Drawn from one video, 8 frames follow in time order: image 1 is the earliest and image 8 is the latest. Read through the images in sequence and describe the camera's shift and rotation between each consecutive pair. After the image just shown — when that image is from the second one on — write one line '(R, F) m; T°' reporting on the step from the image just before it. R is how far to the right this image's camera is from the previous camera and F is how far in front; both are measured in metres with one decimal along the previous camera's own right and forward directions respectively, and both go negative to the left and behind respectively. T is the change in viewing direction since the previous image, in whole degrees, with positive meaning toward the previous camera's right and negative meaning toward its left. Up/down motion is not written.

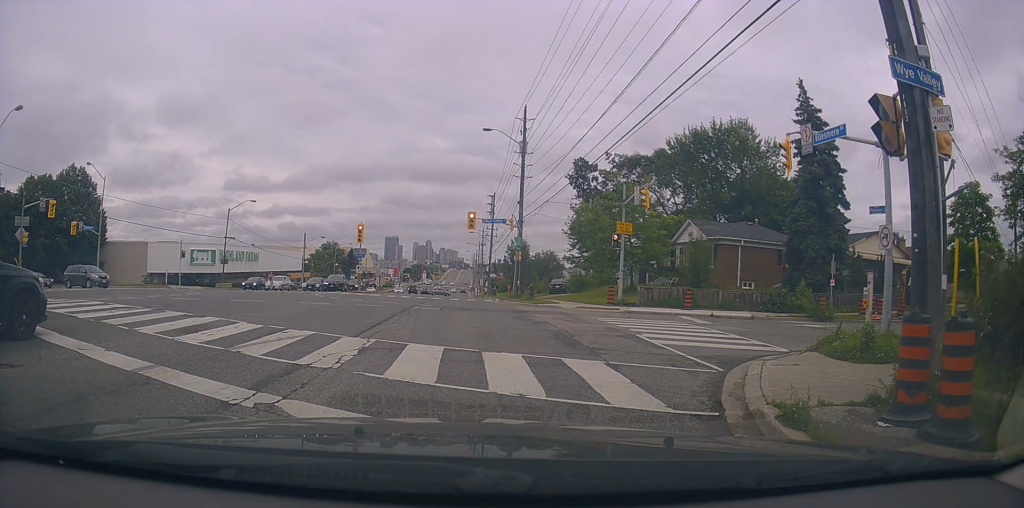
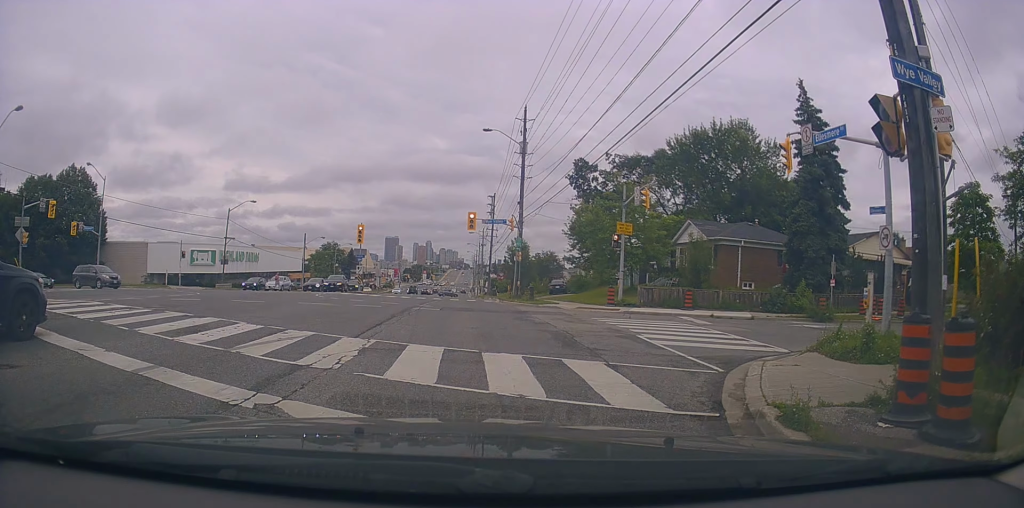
(0.0, 0.0) m; 0°
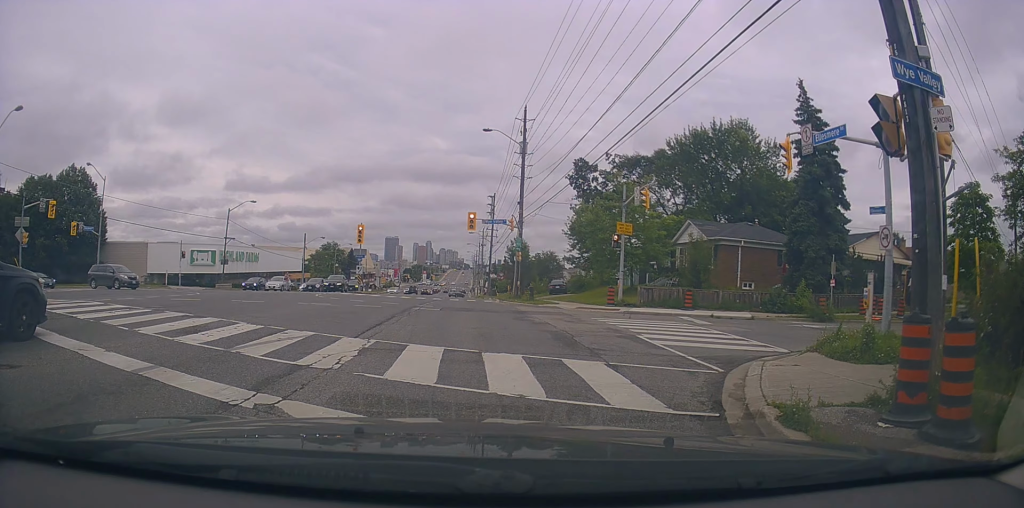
(0.0, 0.0) m; 0°
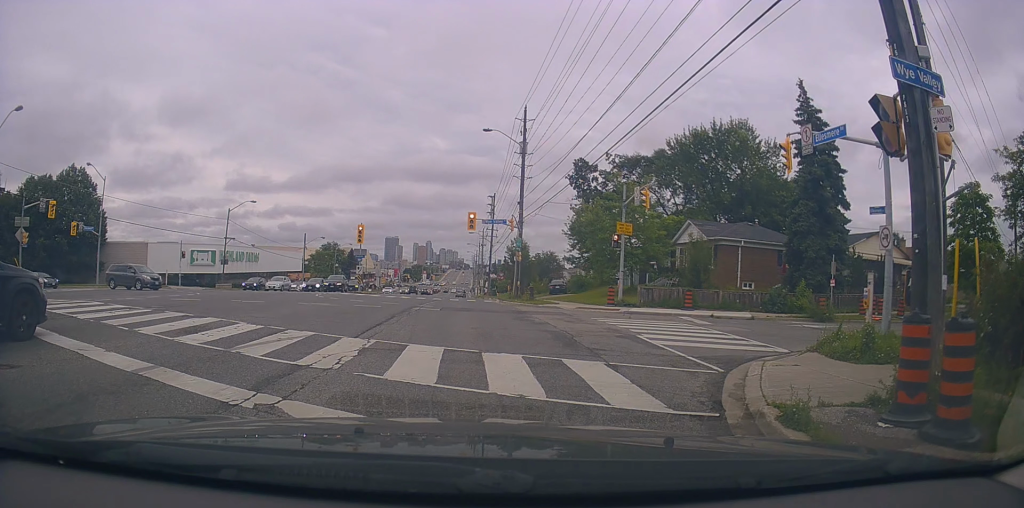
(0.0, 0.0) m; 0°
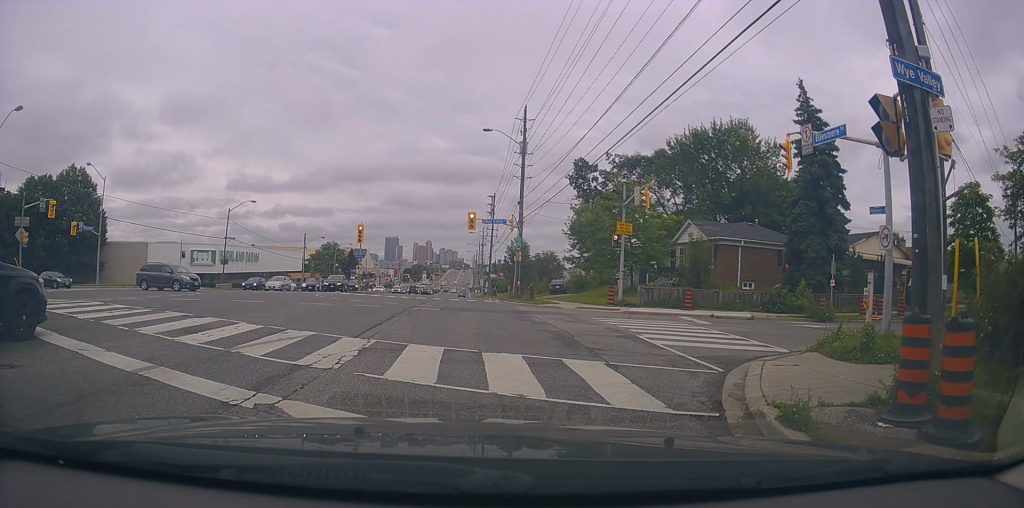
(0.0, 0.0) m; 0°
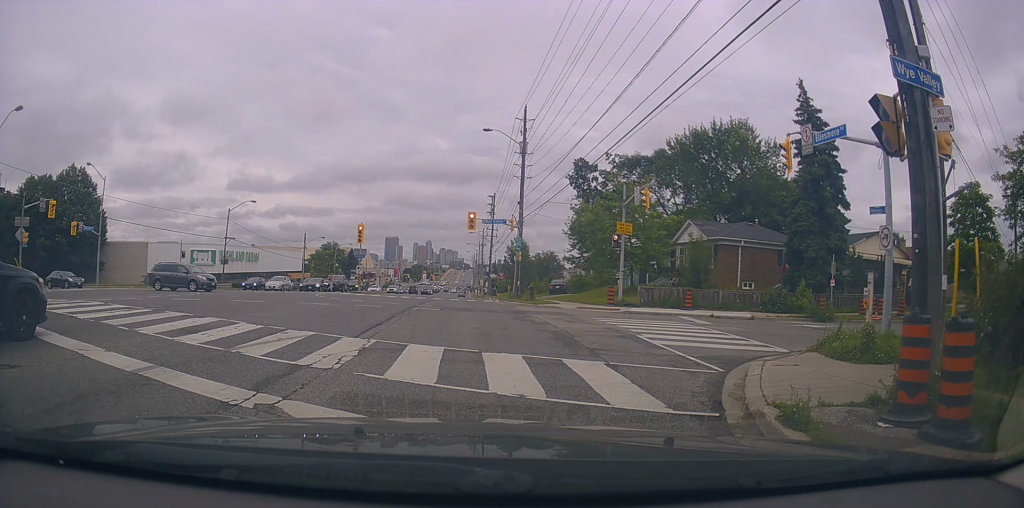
(0.0, 0.0) m; 0°
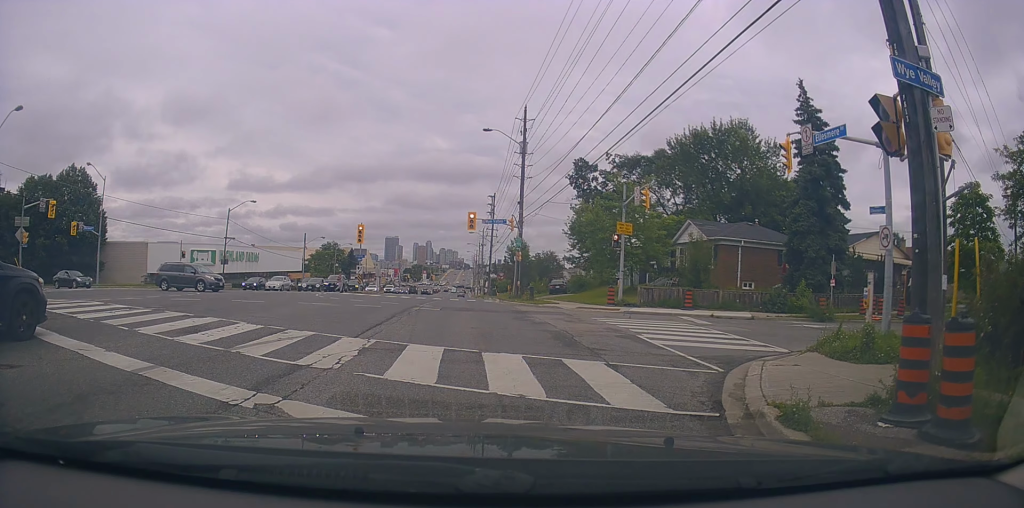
(0.0, 0.0) m; 0°
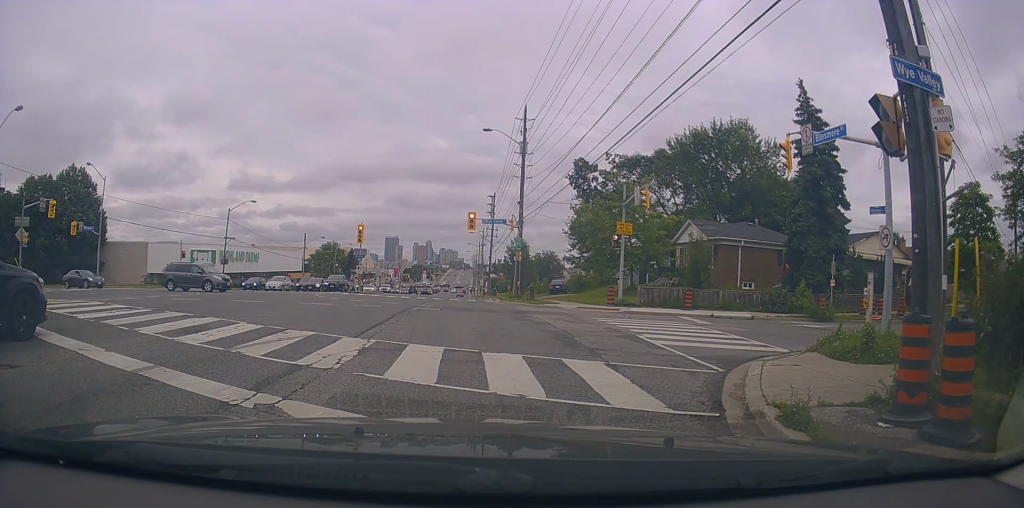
(0.0, 0.0) m; 0°
